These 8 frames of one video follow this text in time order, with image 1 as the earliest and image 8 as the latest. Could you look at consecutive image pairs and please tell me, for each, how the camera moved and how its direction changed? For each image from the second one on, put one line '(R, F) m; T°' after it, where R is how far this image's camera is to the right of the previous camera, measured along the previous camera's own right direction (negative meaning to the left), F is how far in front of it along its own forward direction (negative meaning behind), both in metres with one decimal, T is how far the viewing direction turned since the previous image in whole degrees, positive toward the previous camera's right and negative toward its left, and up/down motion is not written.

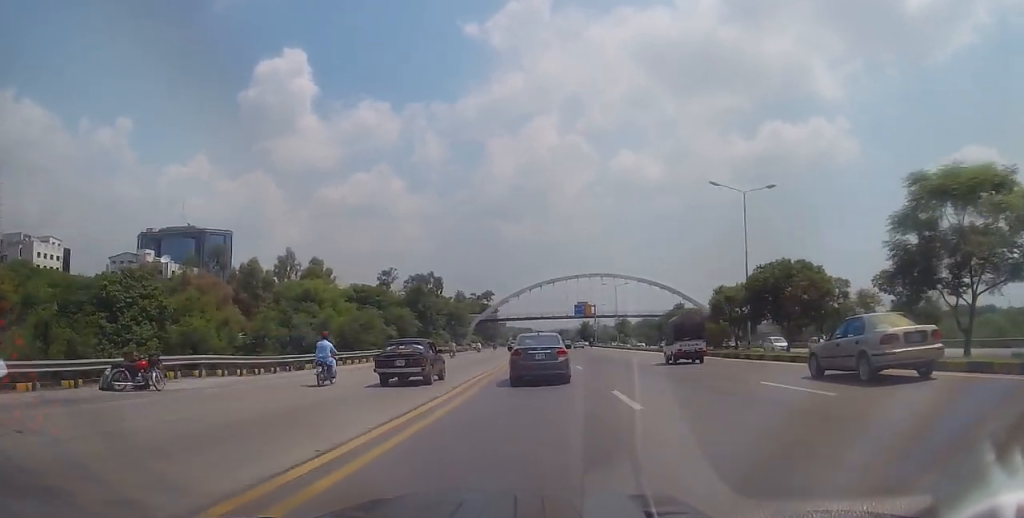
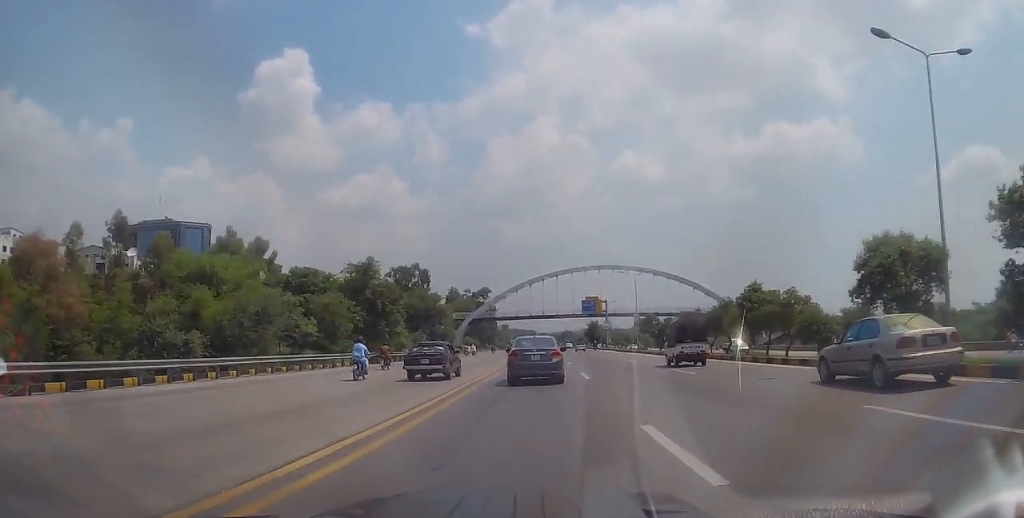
(-0.3, +21.1) m; -1°
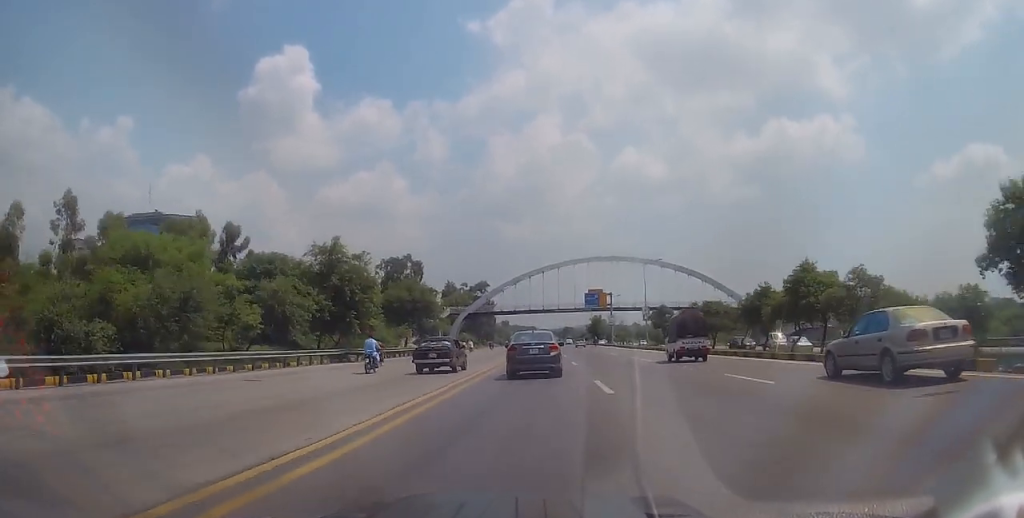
(0.0, +7.8) m; 0°
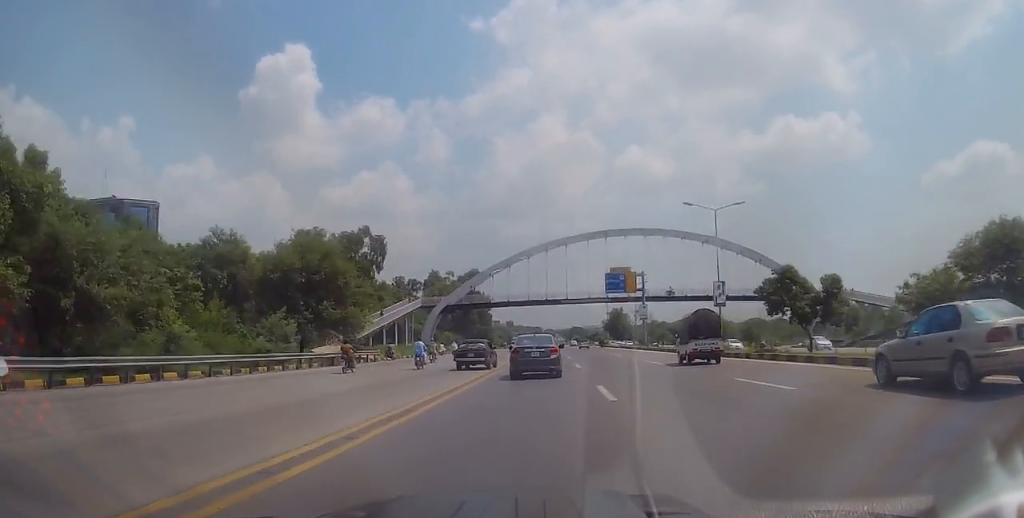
(-0.5, +32.8) m; -1°
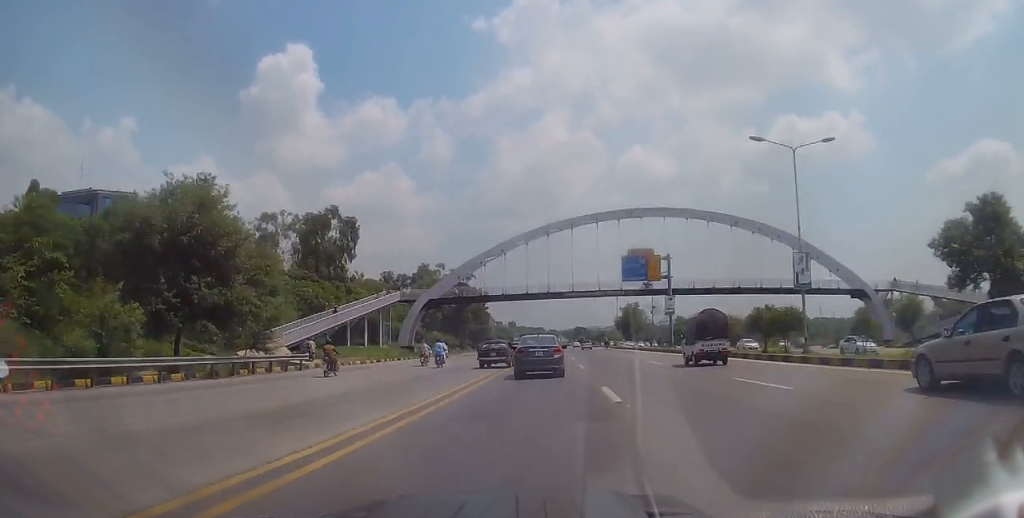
(-0.2, +15.5) m; +1°
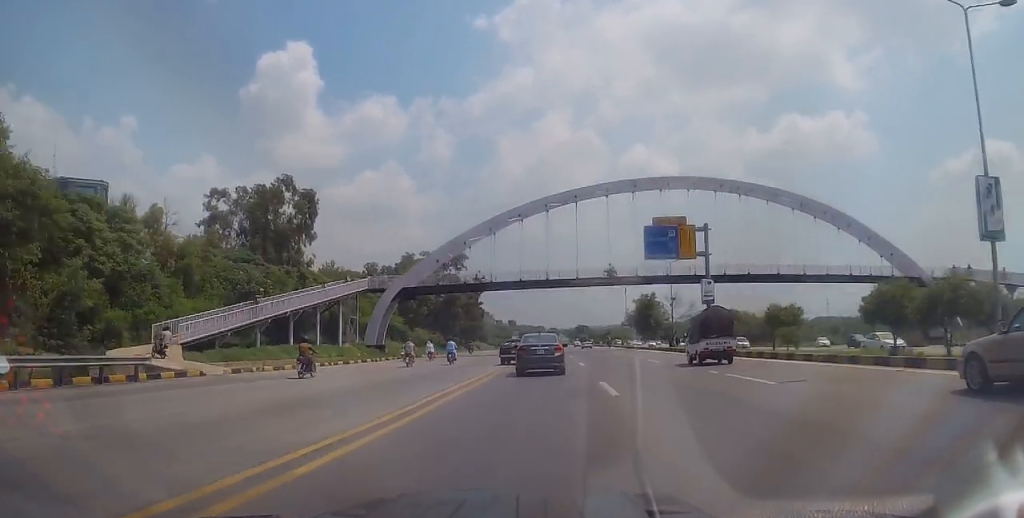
(+0.4, +14.9) m; +1°
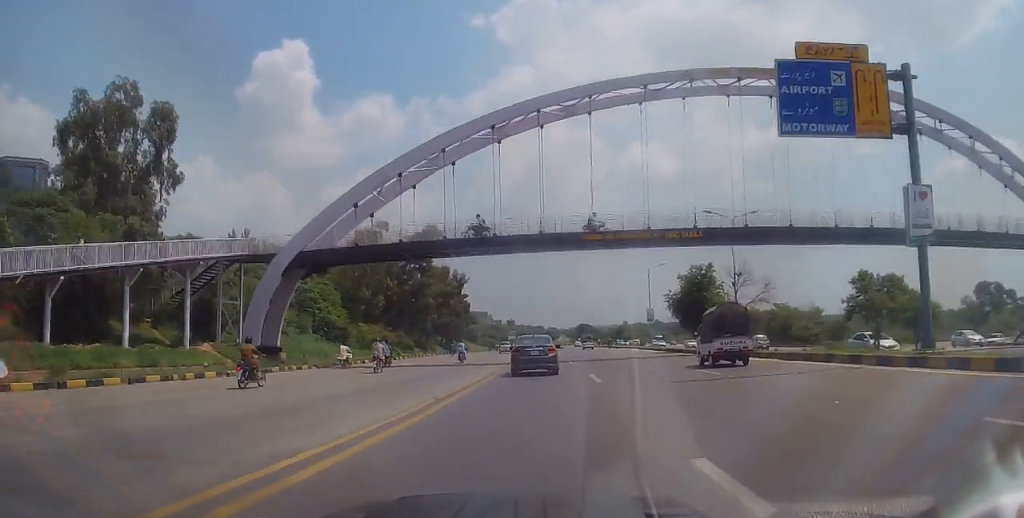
(-0.6, +27.4) m; -3°
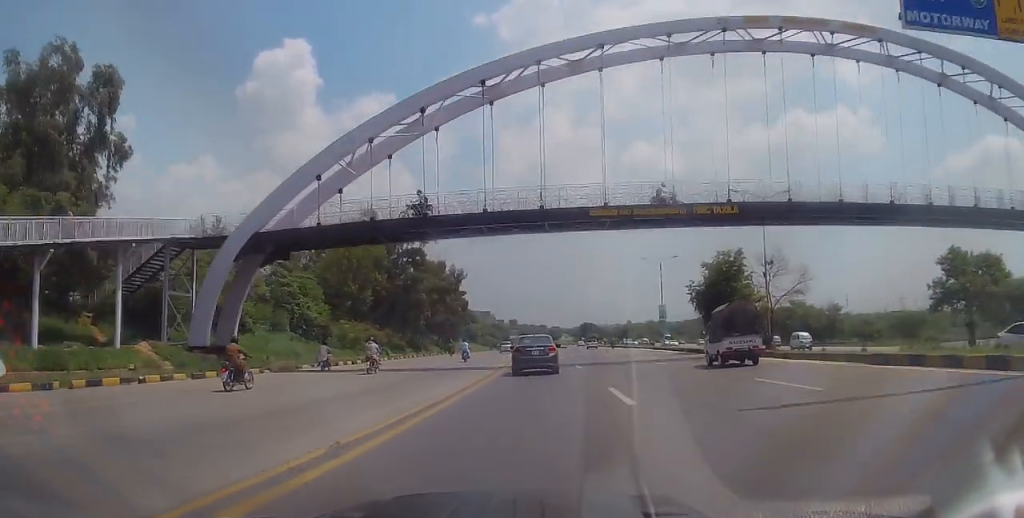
(-0.2, +6.8) m; 0°
